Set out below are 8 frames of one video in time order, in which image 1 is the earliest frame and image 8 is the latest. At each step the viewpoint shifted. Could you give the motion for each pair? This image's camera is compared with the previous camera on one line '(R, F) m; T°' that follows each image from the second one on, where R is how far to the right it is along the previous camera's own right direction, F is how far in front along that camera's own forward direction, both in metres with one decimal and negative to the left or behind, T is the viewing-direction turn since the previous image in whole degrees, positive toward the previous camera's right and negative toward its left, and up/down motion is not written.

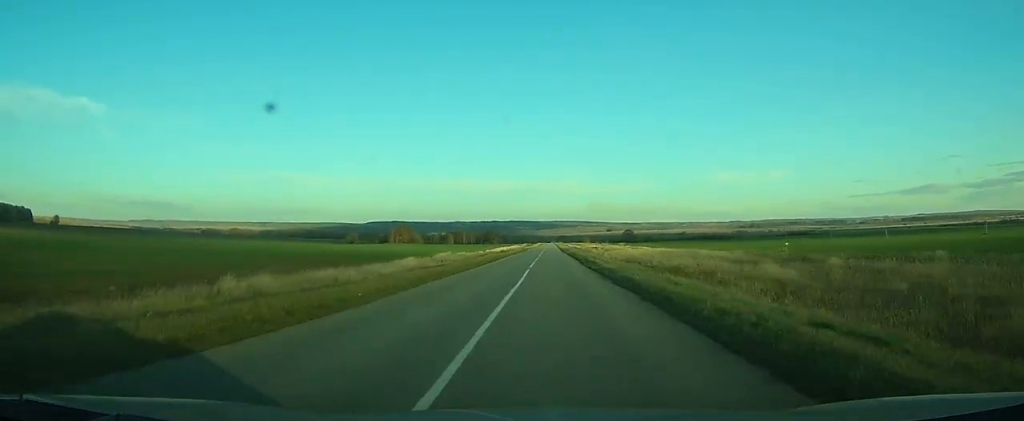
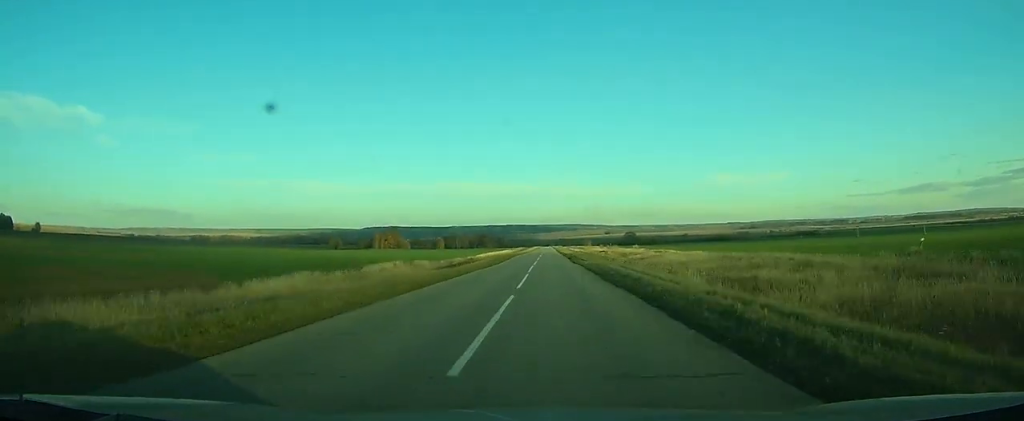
(0.0, +36.9) m; 0°
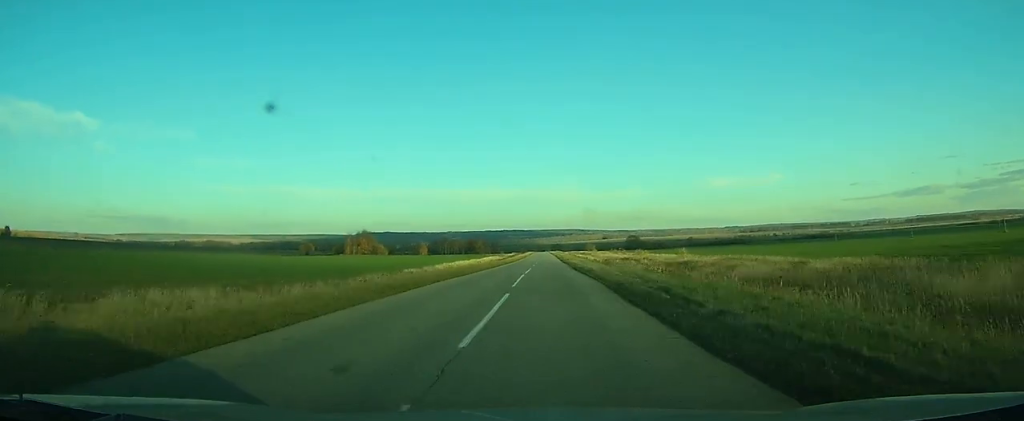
(0.0, +56.4) m; 0°
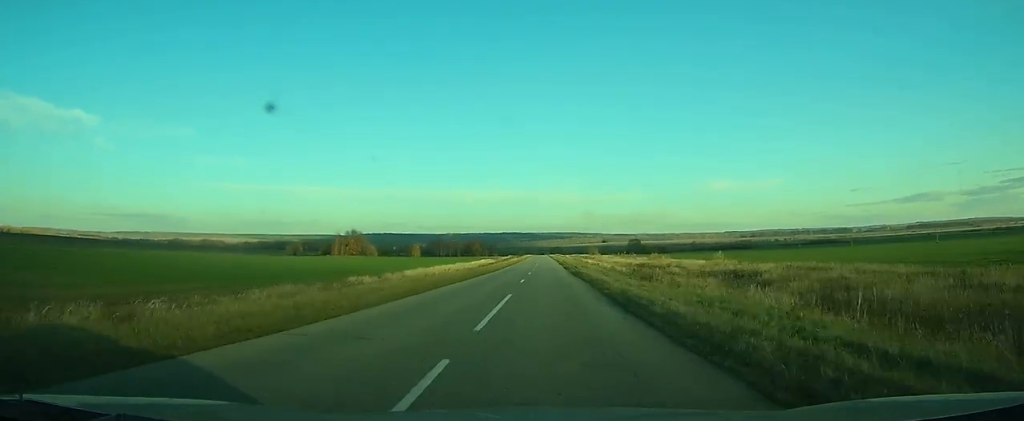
(+0.1, +20.7) m; 0°
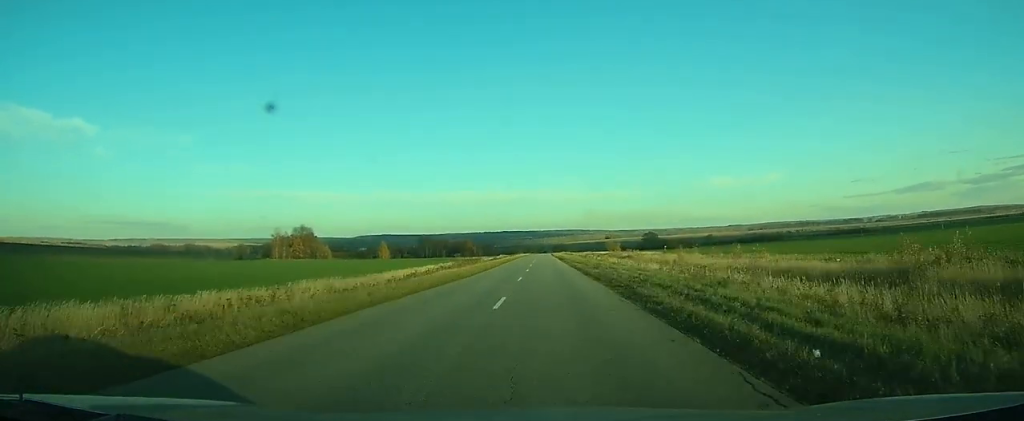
(+0.3, +86.8) m; 0°
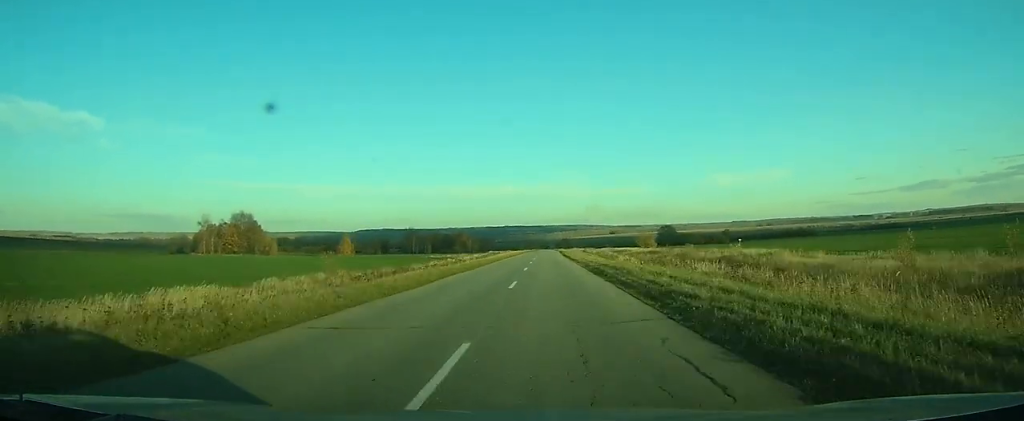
(-0.2, +68.6) m; 0°
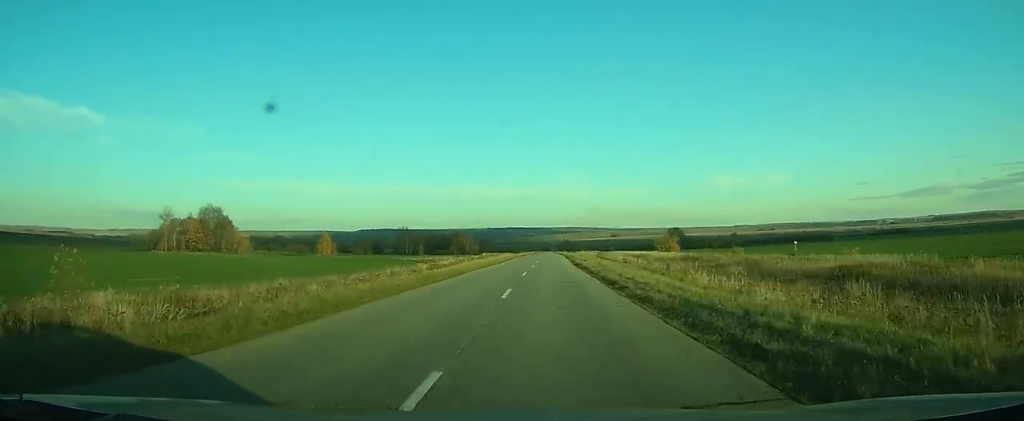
(0.0, +25.4) m; 0°
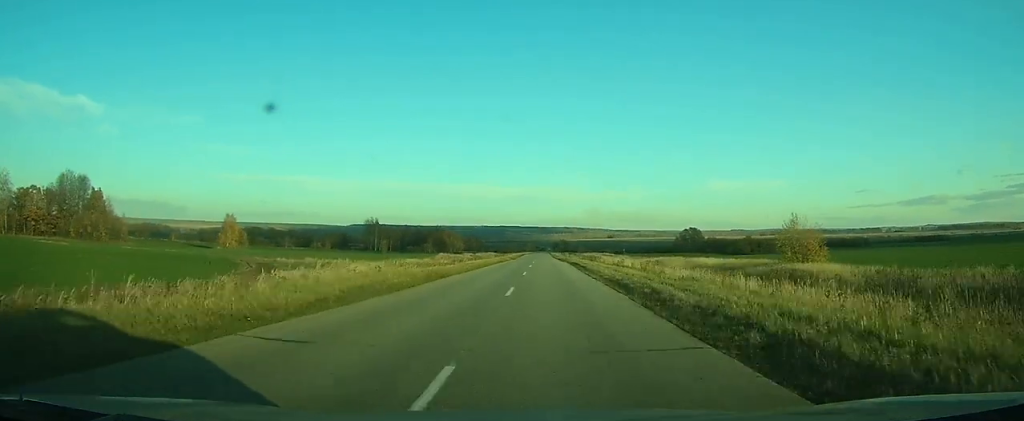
(+0.3, +68.8) m; 0°
